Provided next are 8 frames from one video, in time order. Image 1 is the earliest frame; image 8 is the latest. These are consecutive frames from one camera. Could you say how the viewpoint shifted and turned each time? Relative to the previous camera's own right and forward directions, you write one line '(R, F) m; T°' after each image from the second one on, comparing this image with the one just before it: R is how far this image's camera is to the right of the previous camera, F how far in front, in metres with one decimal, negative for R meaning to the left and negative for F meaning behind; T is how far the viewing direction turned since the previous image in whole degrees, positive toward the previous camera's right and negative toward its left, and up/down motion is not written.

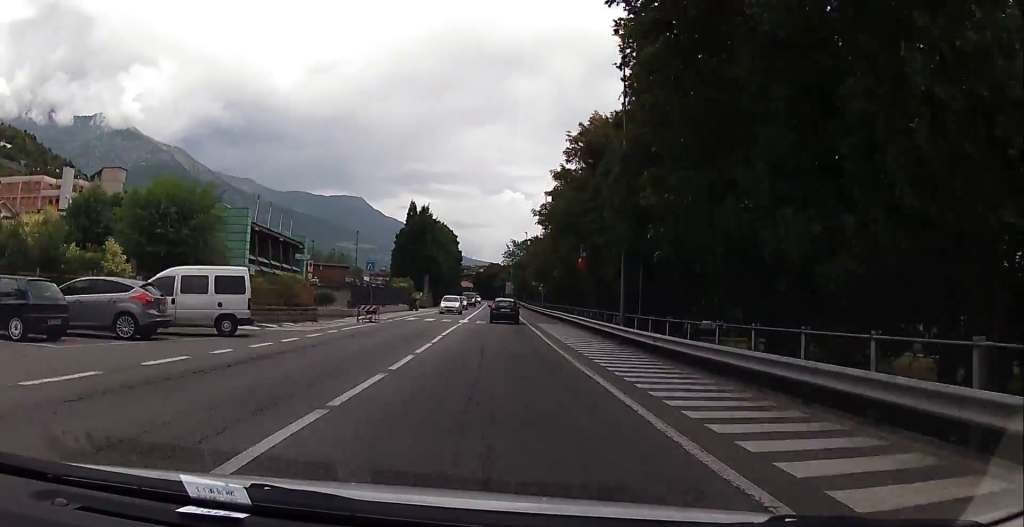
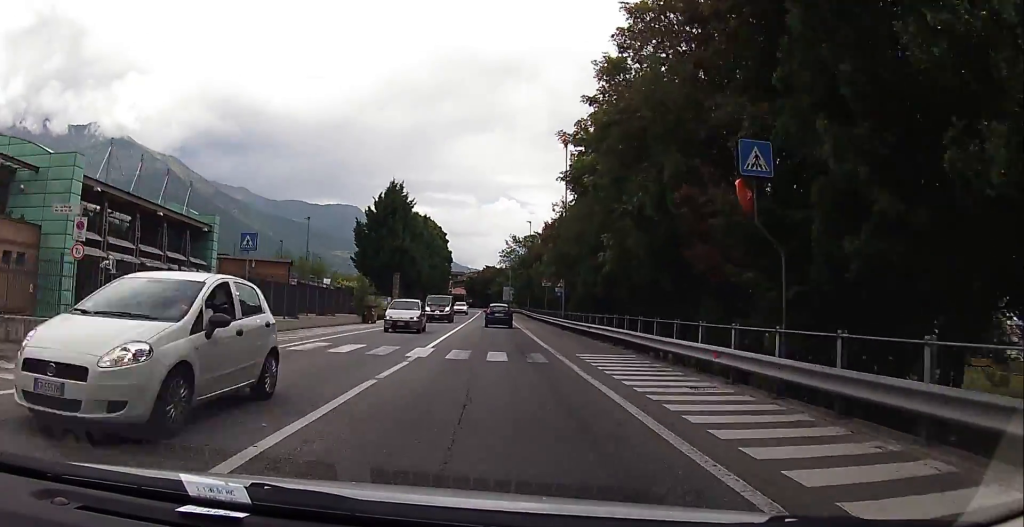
(-0.1, +21.7) m; 0°
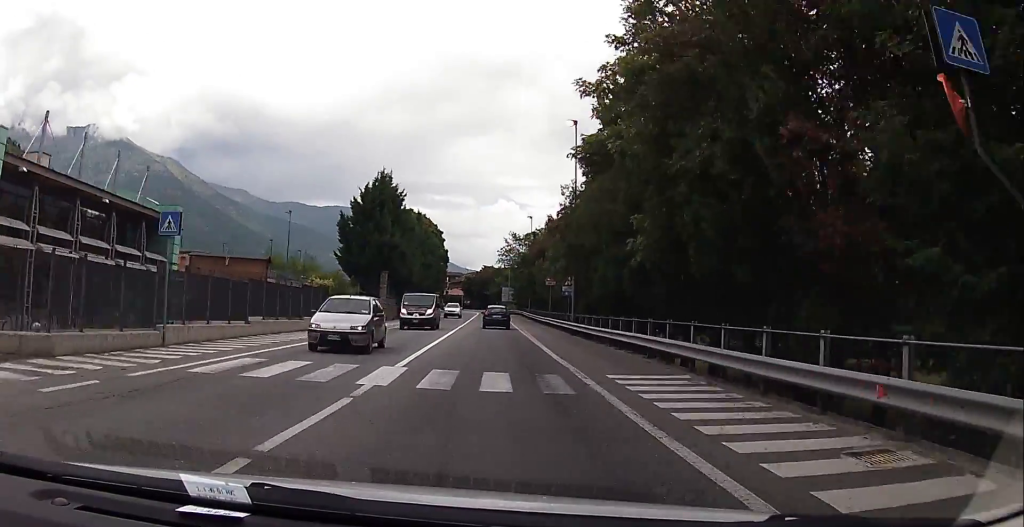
(0.0, +5.7) m; 0°
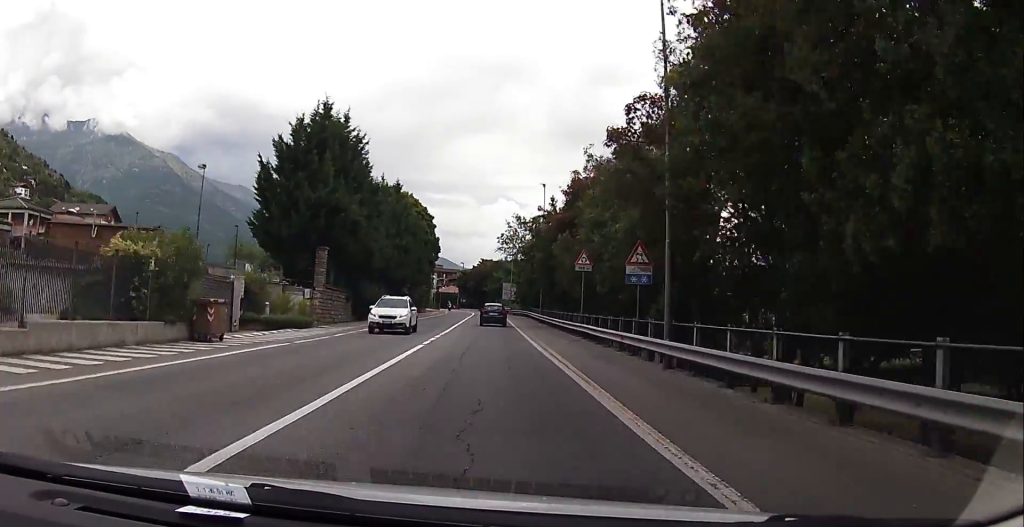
(+0.3, +18.8) m; +3°
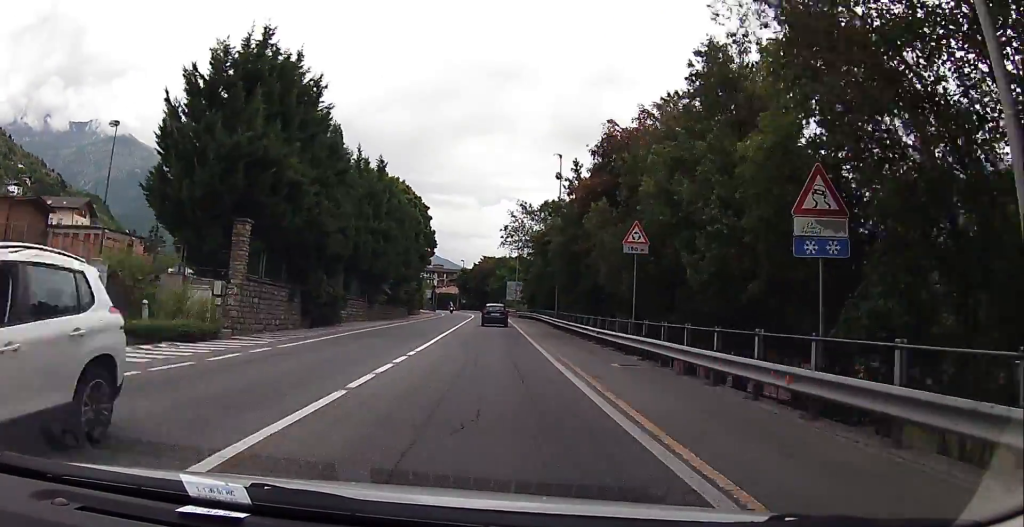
(+0.2, +11.2) m; 0°
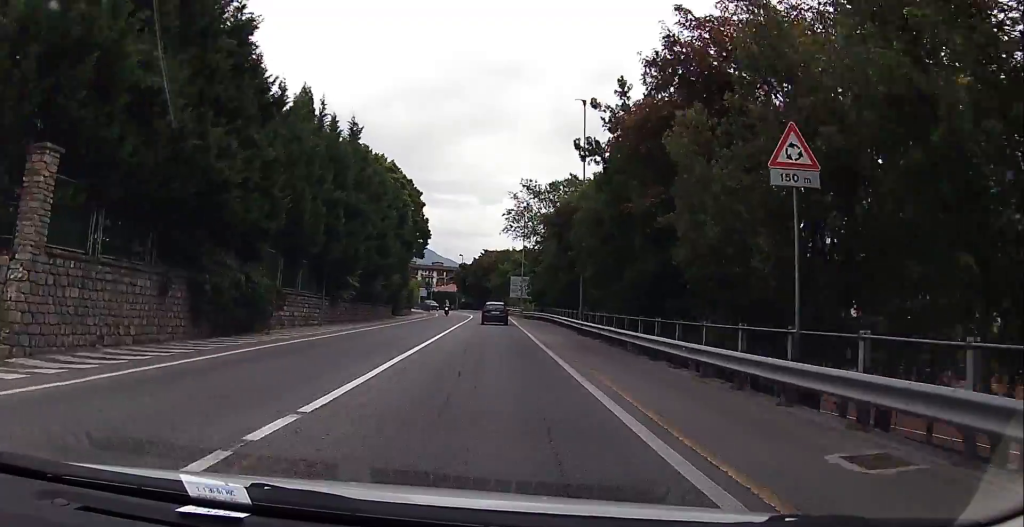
(+0.1, +11.3) m; -3°
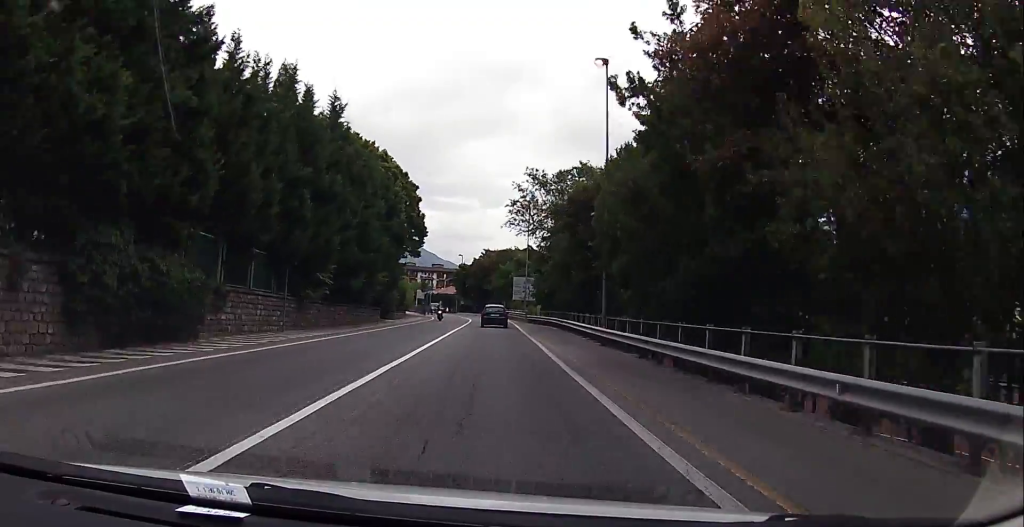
(-0.5, +6.1) m; 0°
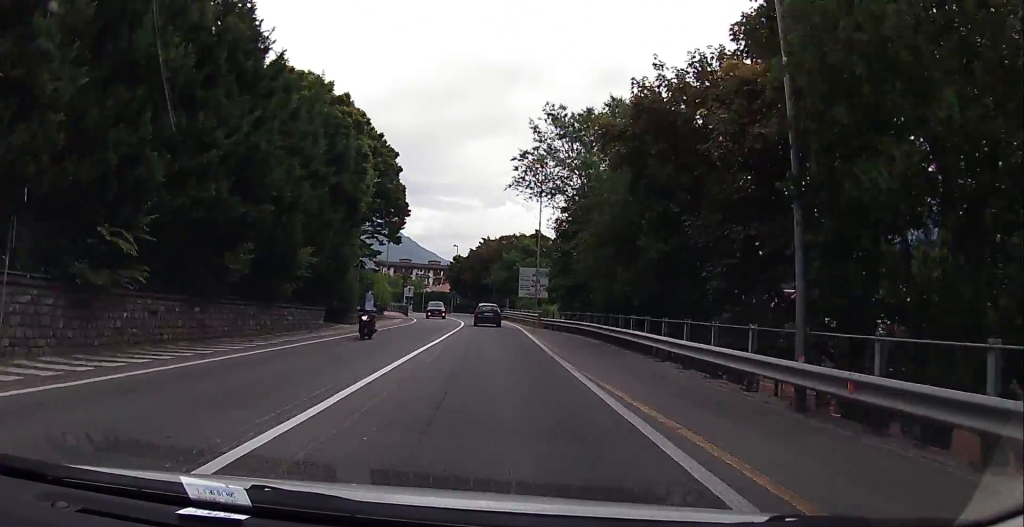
(+0.2, +16.3) m; +1°
